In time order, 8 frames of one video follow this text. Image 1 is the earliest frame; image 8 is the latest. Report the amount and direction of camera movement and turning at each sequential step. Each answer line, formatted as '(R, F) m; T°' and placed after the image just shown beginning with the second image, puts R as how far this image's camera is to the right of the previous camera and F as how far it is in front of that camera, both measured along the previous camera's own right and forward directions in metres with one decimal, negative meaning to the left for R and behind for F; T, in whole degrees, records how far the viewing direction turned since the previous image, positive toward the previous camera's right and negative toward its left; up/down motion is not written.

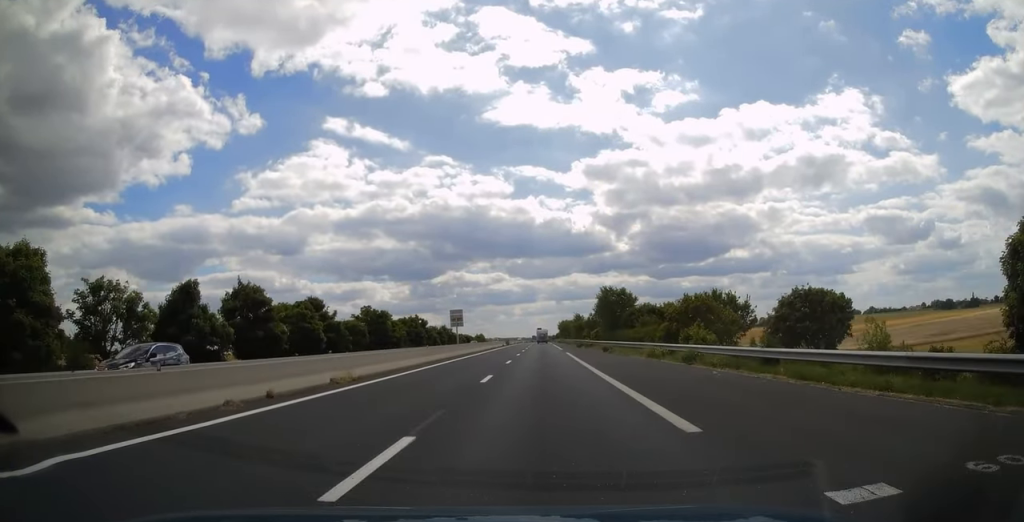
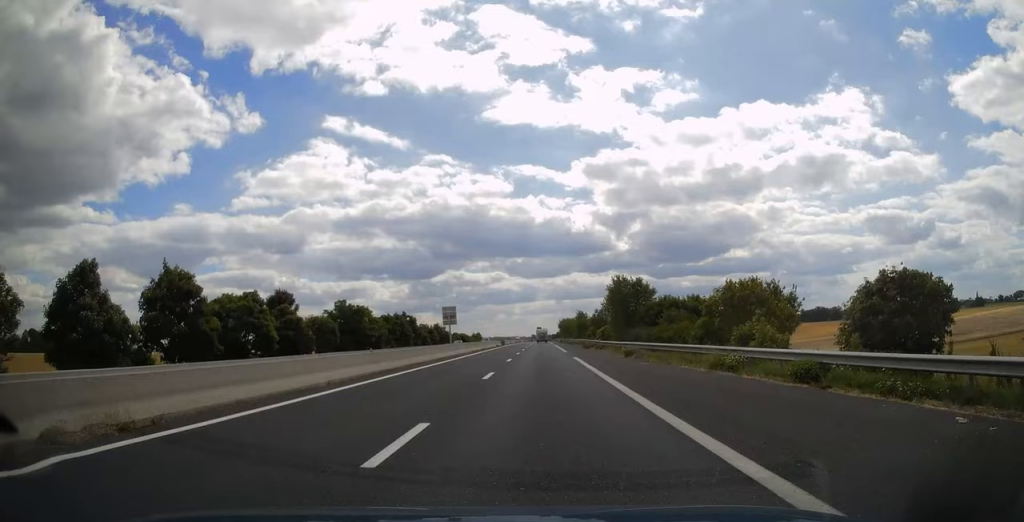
(0.0, +11.7) m; 0°
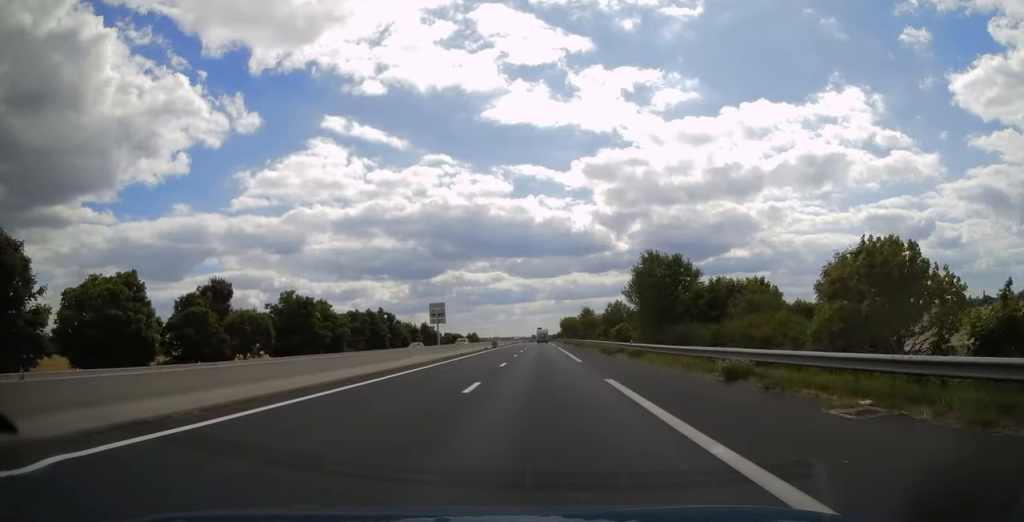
(0.0, +17.6) m; 0°
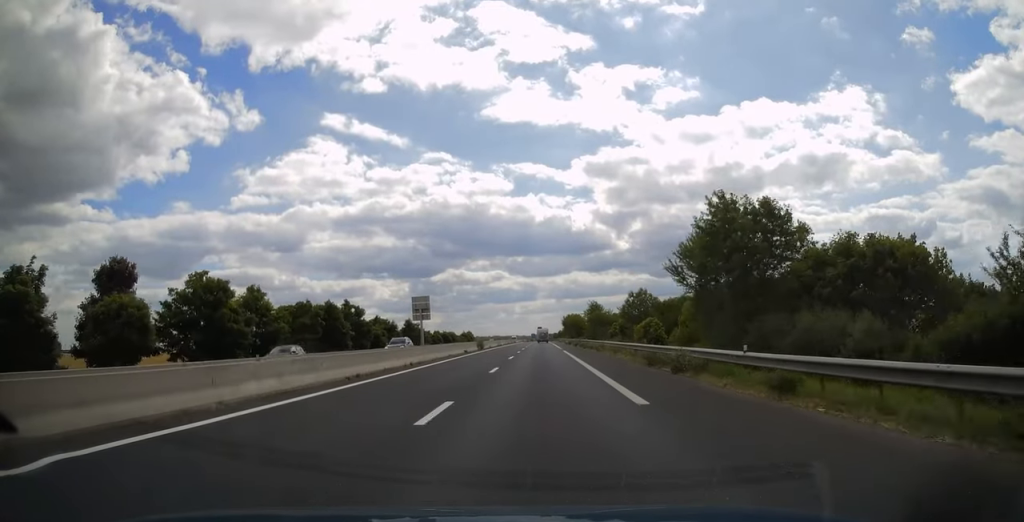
(0.0, +18.1) m; 0°
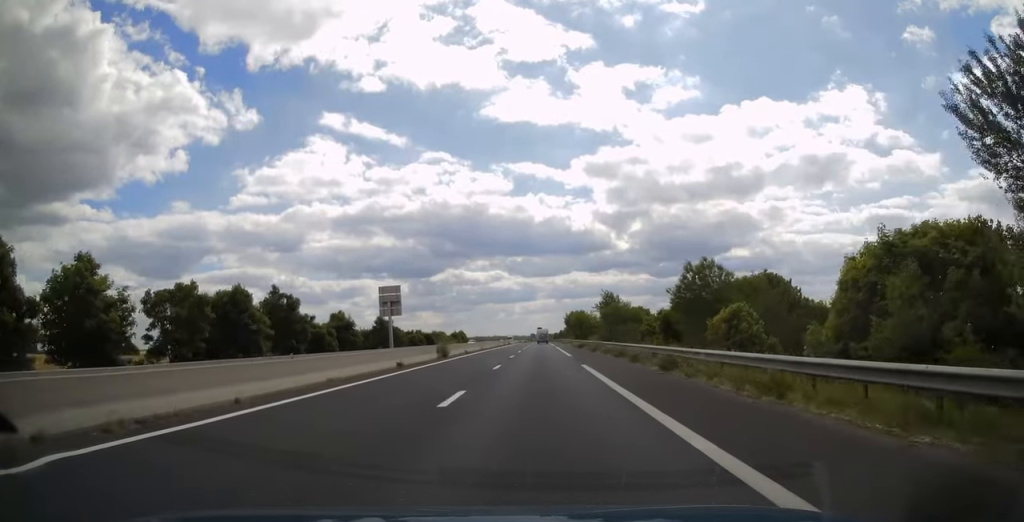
(0.0, +23.4) m; 0°
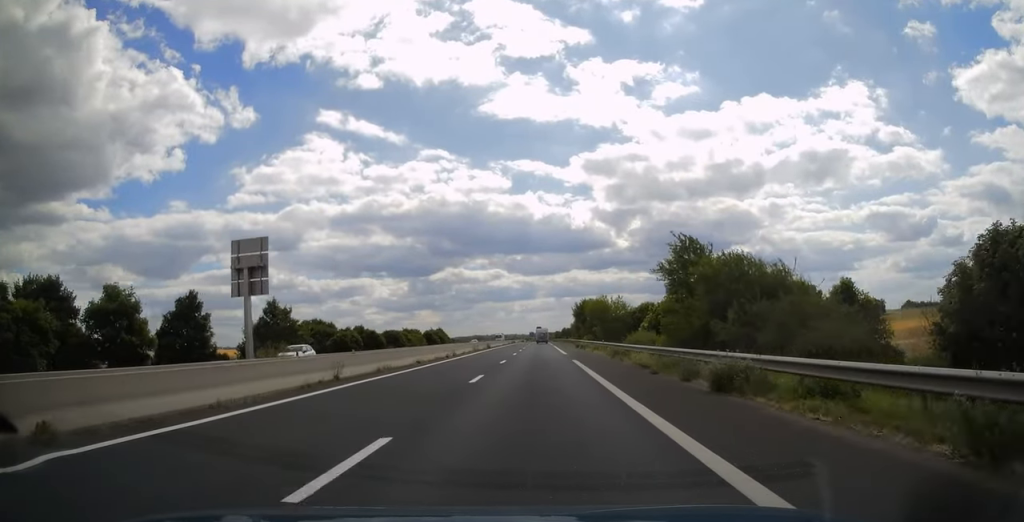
(0.0, +45.4) m; 0°
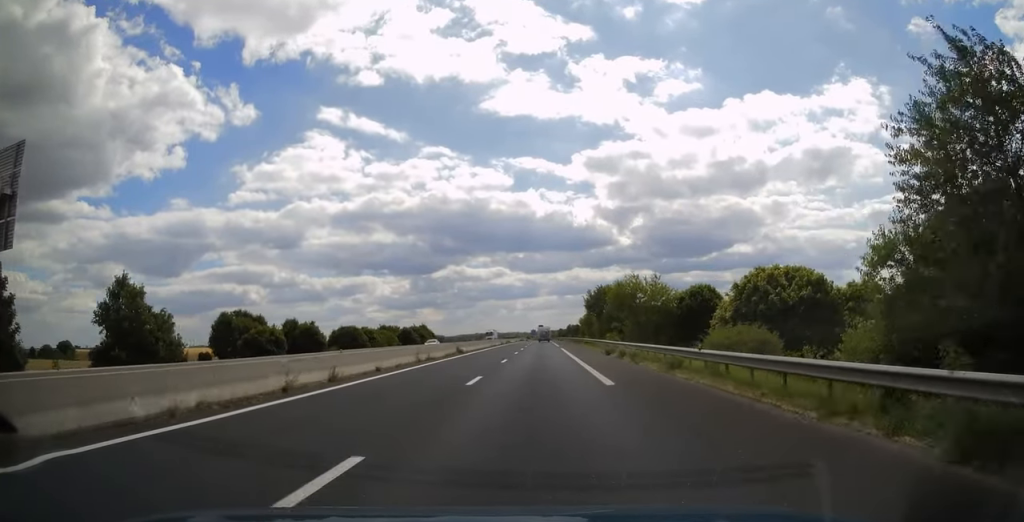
(0.0, +26.9) m; -1°
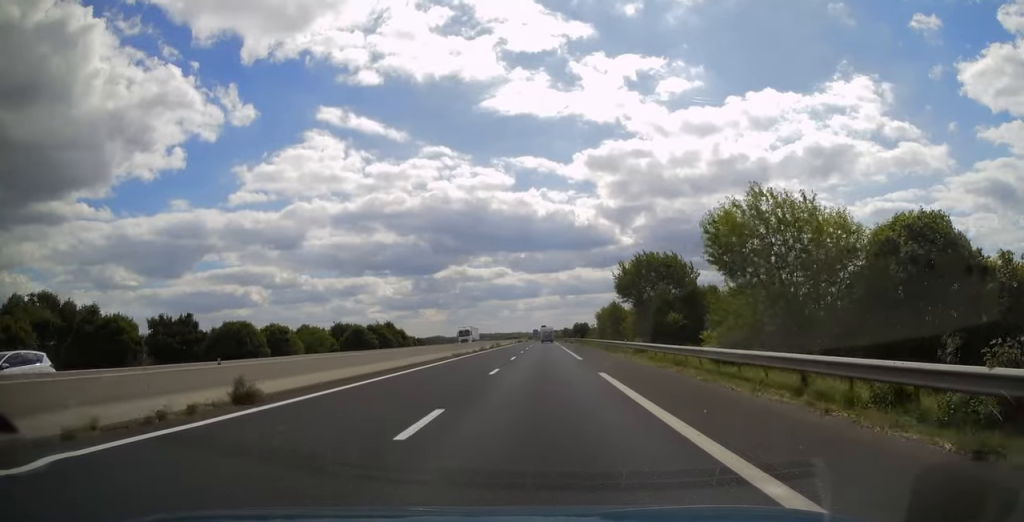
(-0.4, +34.2) m; 0°
